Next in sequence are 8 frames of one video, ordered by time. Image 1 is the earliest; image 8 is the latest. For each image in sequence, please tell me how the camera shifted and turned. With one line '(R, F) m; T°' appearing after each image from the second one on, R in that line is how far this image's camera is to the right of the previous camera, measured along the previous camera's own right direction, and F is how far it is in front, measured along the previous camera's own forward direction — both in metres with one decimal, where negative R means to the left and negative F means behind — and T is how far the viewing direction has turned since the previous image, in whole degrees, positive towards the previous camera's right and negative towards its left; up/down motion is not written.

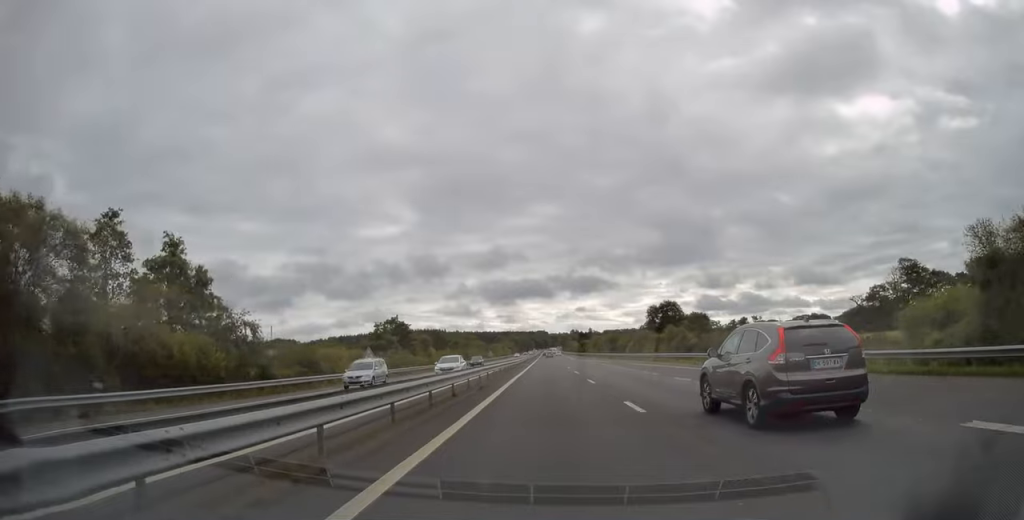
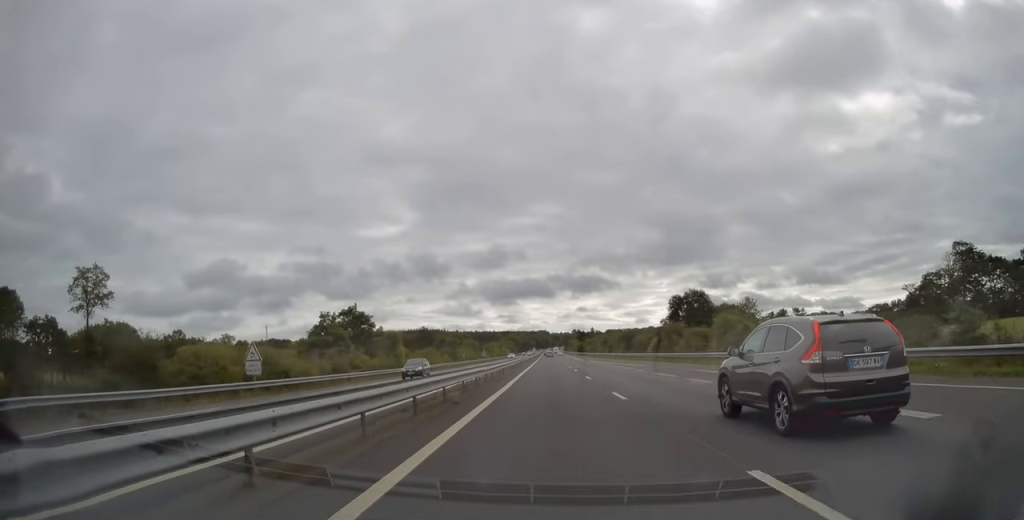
(0.0, +22.1) m; 0°
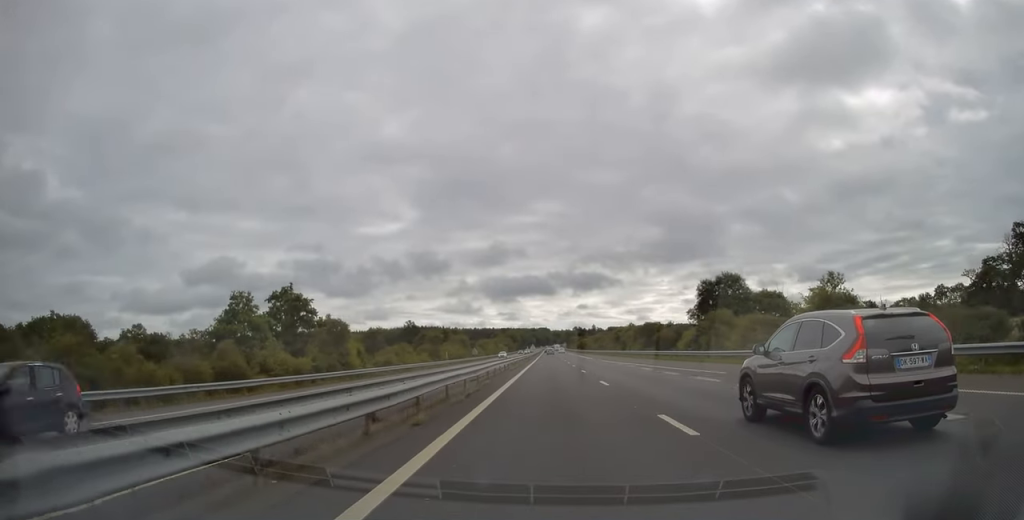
(0.0, +20.0) m; 0°
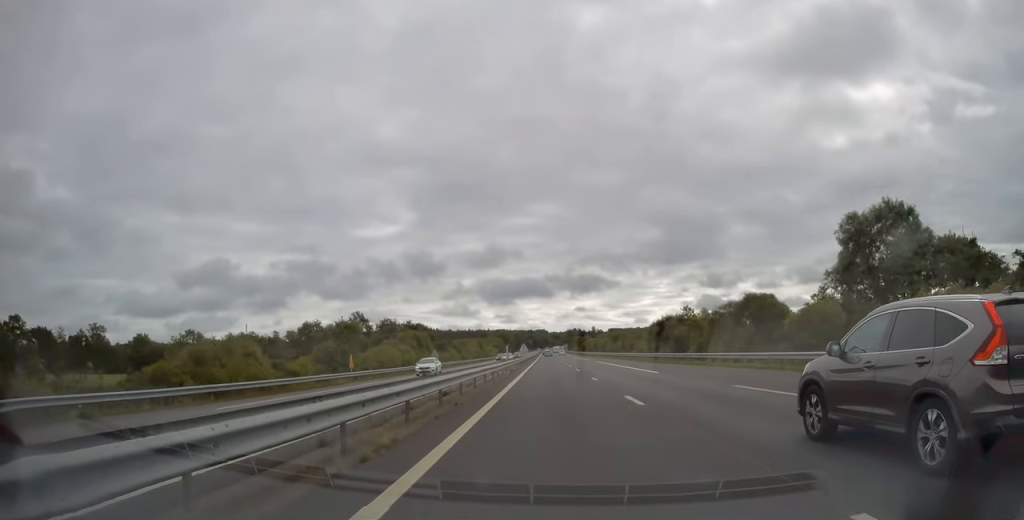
(-0.1, +45.3) m; 0°
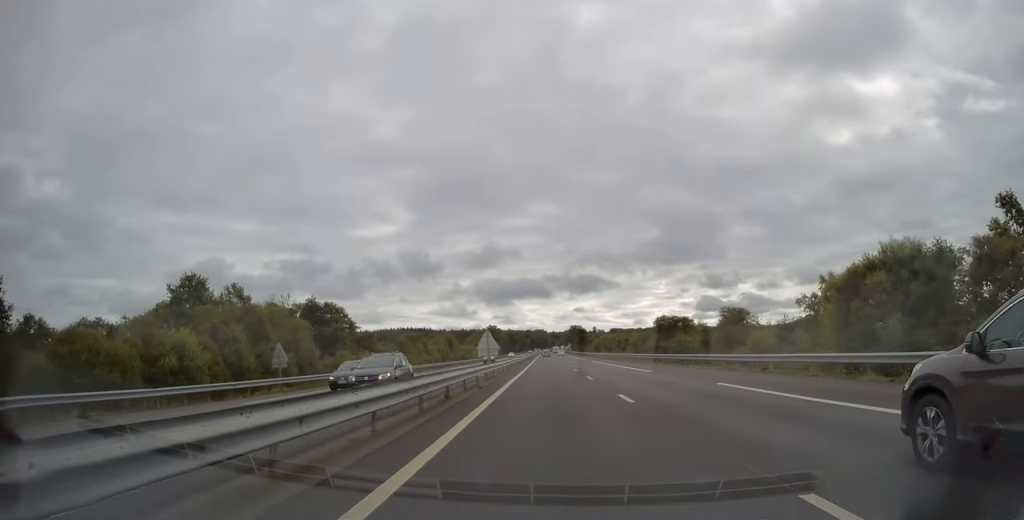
(0.0, +50.0) m; 0°
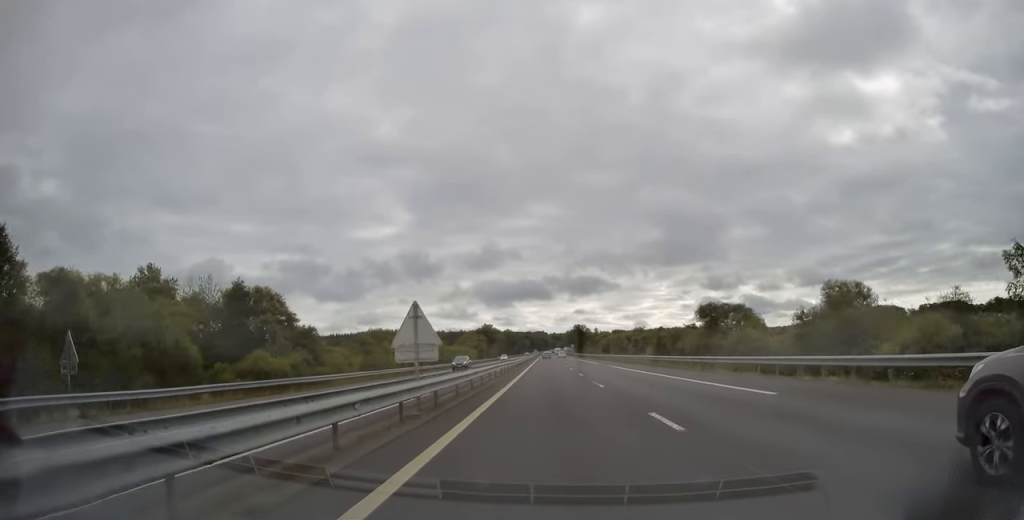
(0.0, +17.9) m; 0°
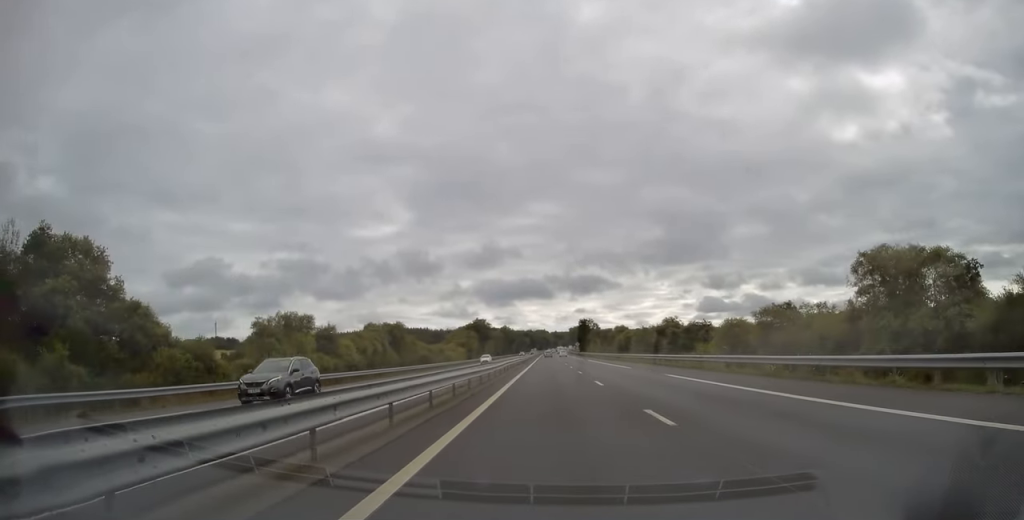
(0.0, +24.8) m; 0°
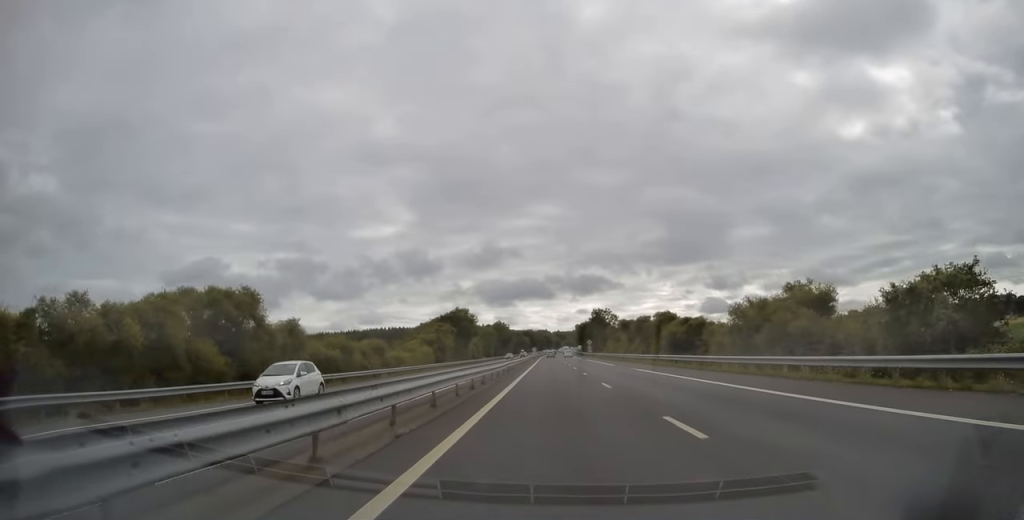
(0.0, +40.0) m; 0°
